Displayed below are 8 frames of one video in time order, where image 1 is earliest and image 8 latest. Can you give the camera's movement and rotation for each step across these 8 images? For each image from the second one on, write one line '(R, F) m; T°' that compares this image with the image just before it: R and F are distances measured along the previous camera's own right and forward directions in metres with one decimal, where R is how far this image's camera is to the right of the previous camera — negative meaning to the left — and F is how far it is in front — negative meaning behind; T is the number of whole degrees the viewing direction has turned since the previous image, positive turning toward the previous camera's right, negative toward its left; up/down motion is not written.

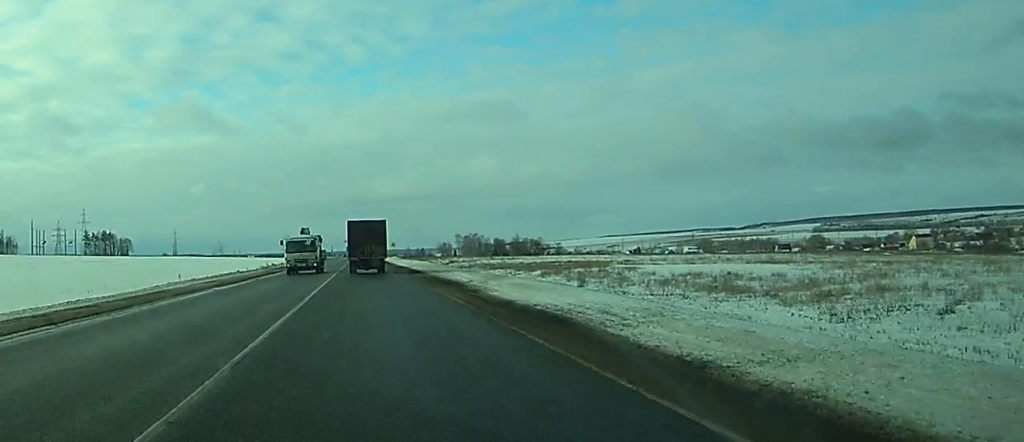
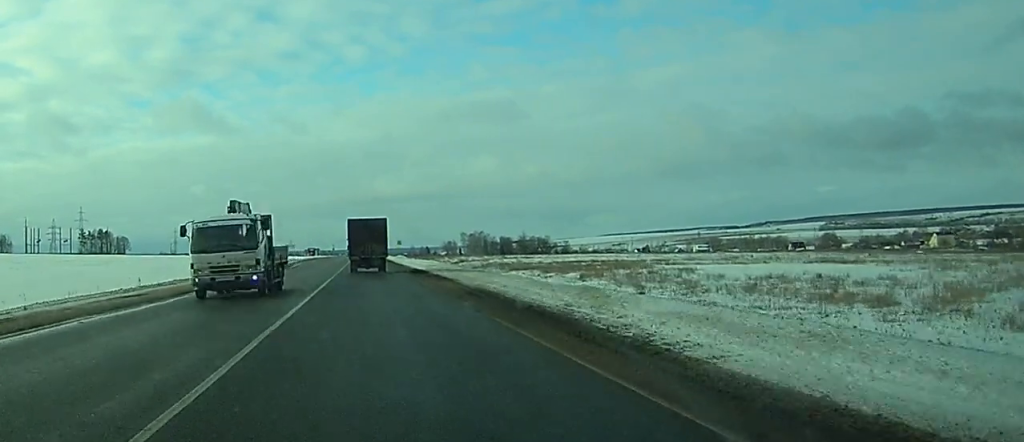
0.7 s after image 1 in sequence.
(0.0, +16.1) m; 0°
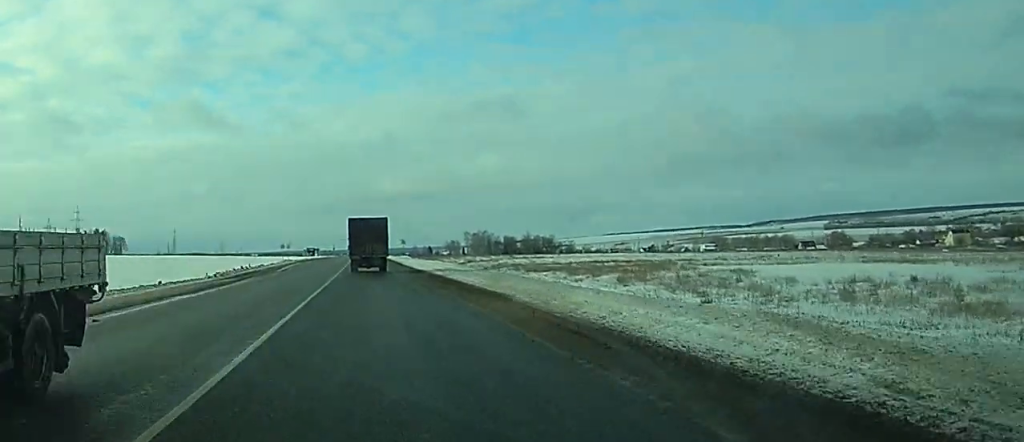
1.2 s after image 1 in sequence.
(0.0, +12.1) m; 0°
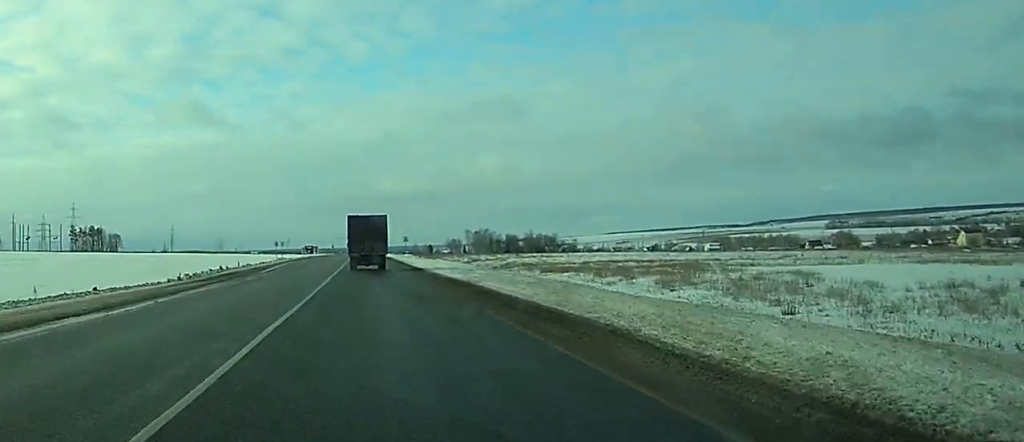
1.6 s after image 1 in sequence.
(0.0, +10.3) m; 0°
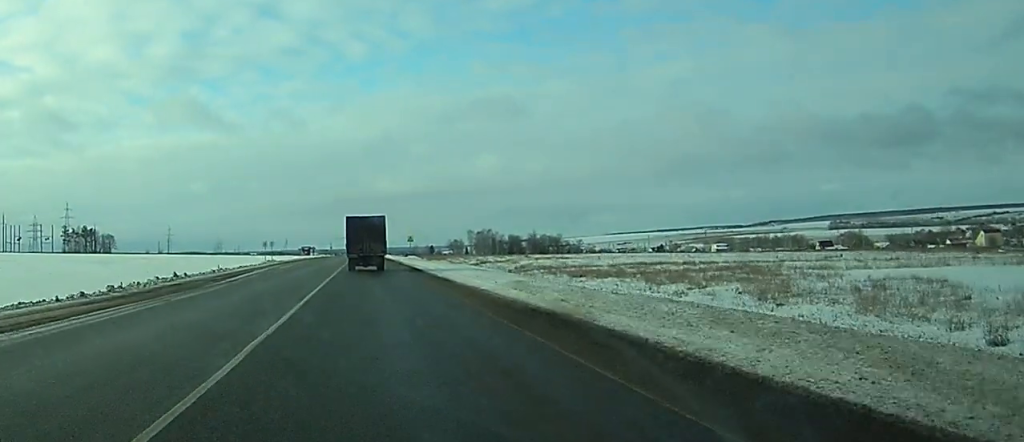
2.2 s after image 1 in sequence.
(+0.1, +15.1) m; 0°
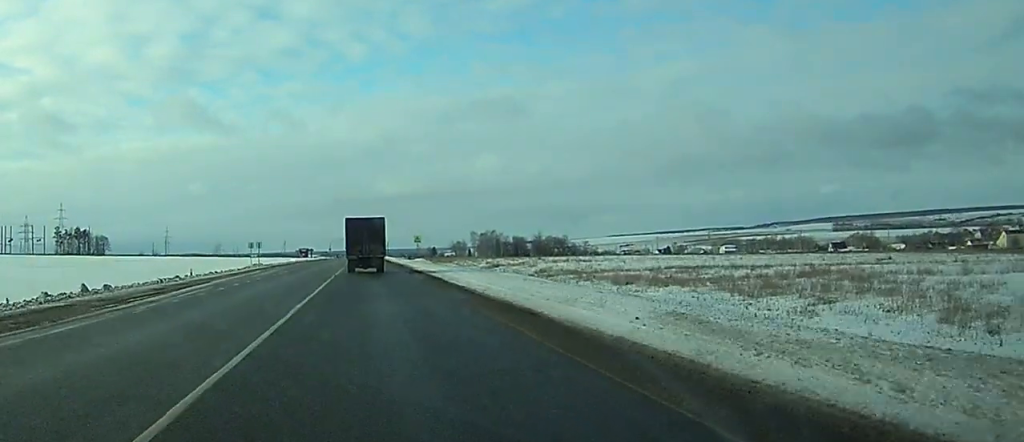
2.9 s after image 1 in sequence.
(-0.1, +15.7) m; 0°
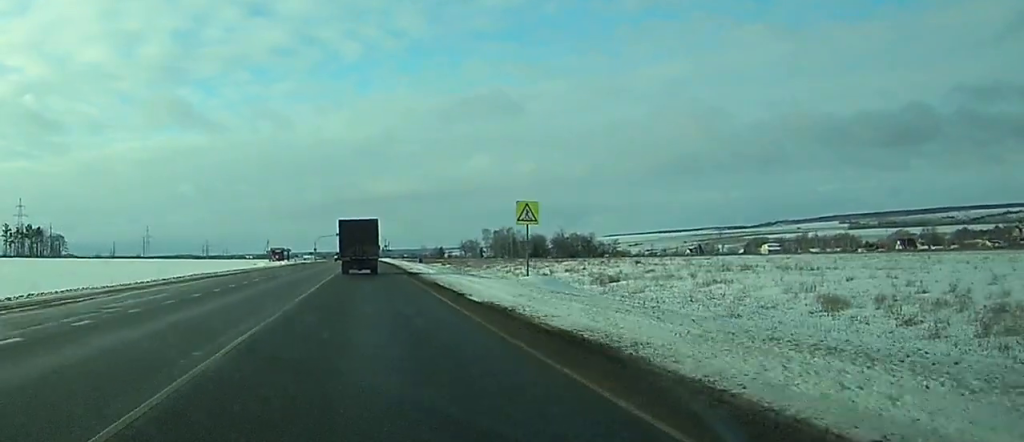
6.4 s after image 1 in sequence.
(-0.2, +79.5) m; 0°
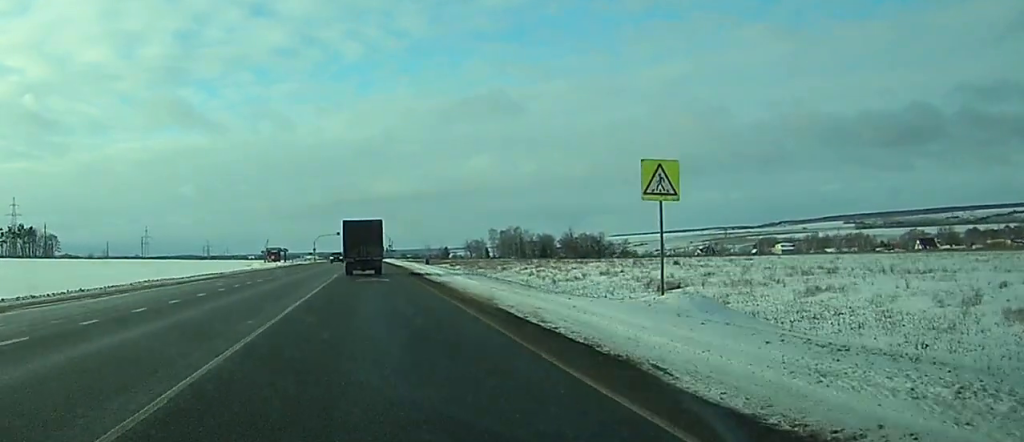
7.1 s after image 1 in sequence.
(+0.1, +15.8) m; 0°
